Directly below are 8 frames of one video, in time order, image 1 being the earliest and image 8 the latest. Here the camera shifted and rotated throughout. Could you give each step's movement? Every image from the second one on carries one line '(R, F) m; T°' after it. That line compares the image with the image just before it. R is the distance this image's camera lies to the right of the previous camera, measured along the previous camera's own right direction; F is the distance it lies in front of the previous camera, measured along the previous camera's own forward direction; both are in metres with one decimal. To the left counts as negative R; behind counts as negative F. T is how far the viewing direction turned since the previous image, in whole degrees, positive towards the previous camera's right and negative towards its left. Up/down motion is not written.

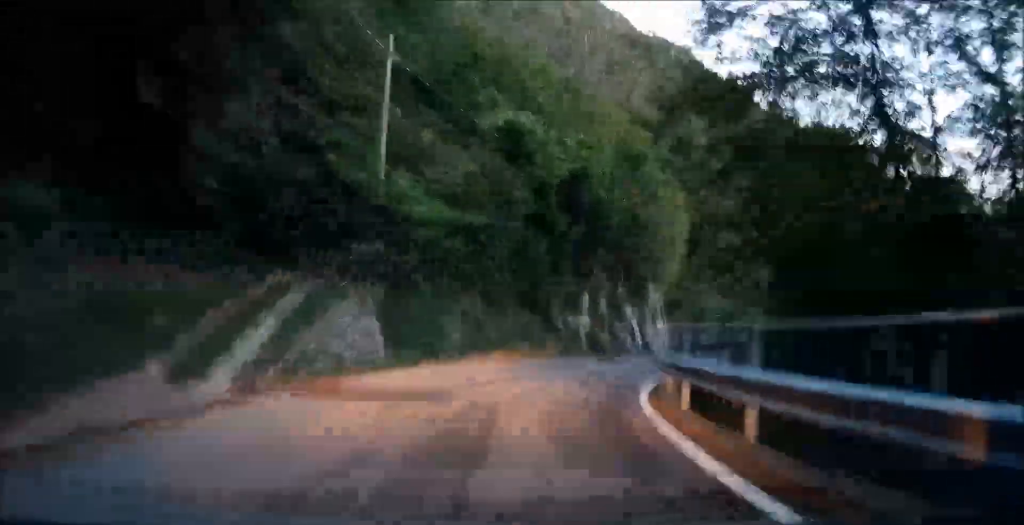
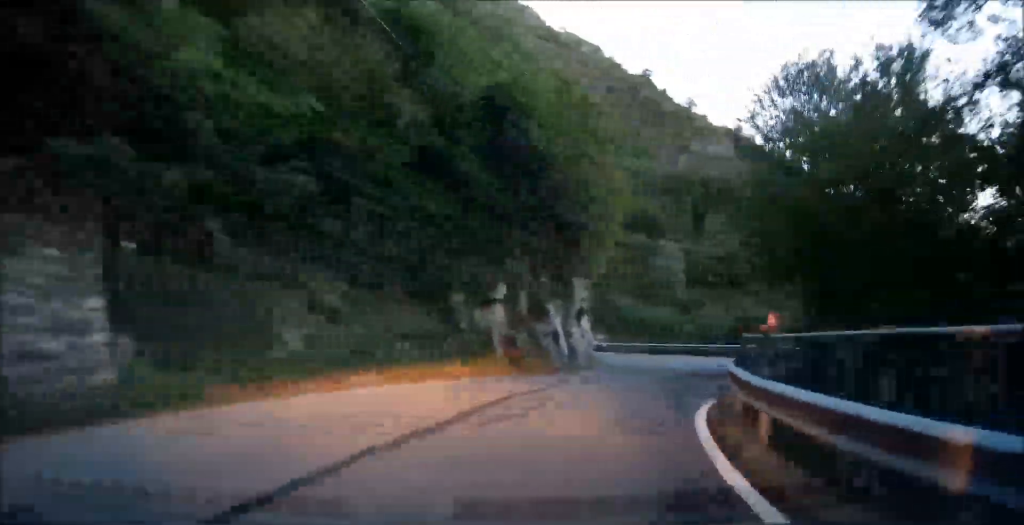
(+0.1, +6.0) m; +1°
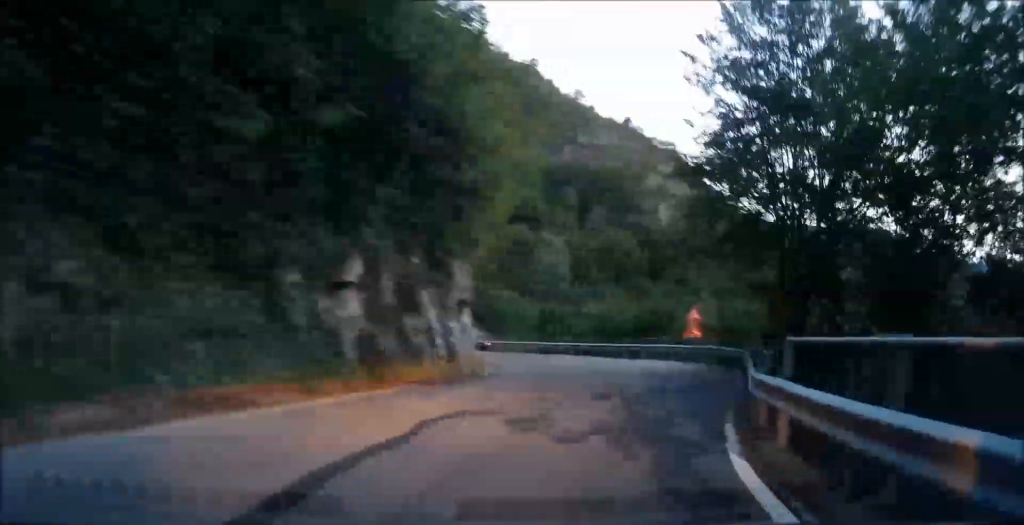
(+0.1, +5.0) m; -1°
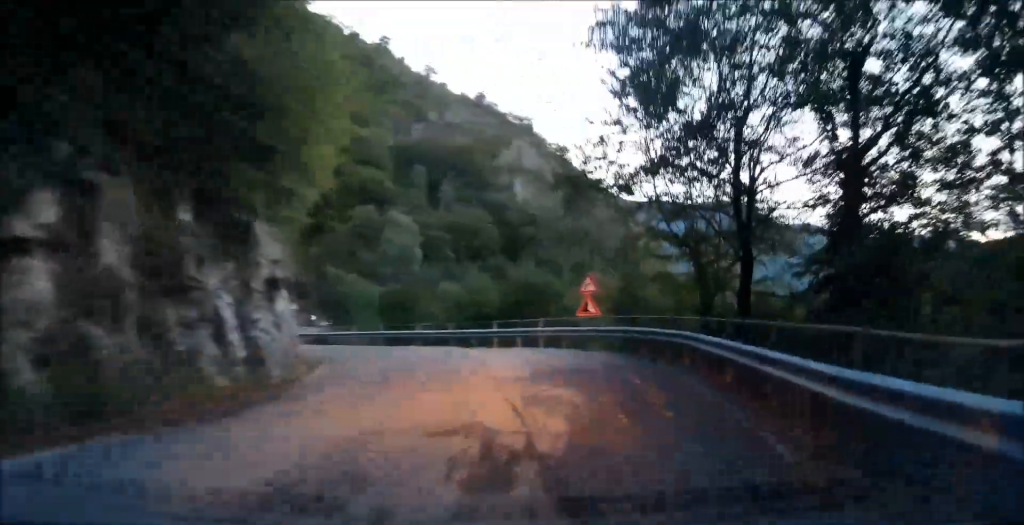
(-0.4, +8.1) m; +2°
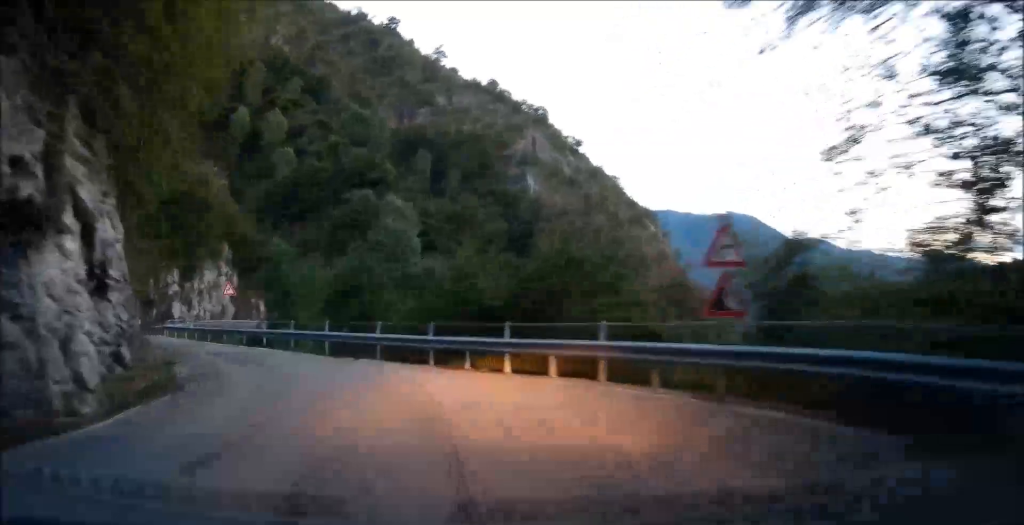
(+1.0, +14.5) m; +4°
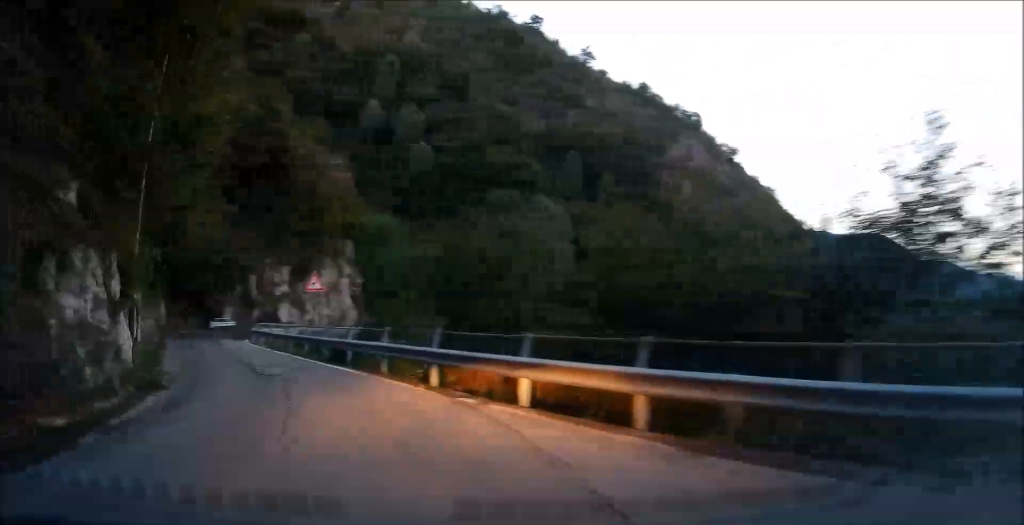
(-0.1, +10.0) m; -12°
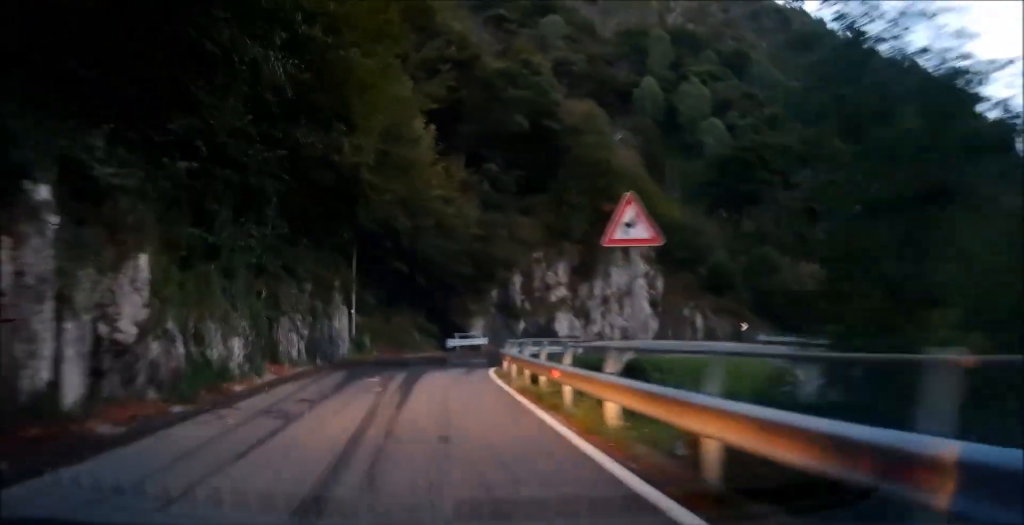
(-3.1, +16.9) m; -12°
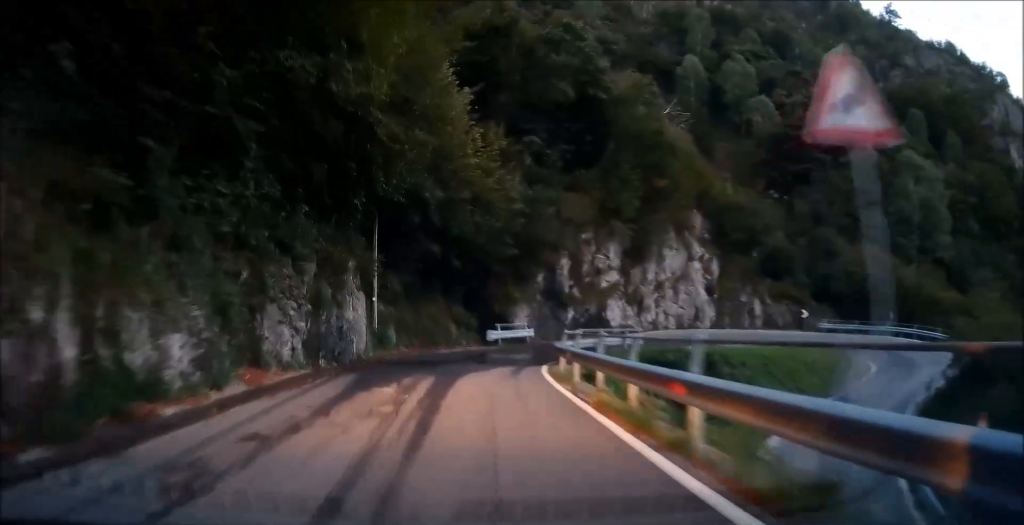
(-0.1, +4.9) m; -2°
